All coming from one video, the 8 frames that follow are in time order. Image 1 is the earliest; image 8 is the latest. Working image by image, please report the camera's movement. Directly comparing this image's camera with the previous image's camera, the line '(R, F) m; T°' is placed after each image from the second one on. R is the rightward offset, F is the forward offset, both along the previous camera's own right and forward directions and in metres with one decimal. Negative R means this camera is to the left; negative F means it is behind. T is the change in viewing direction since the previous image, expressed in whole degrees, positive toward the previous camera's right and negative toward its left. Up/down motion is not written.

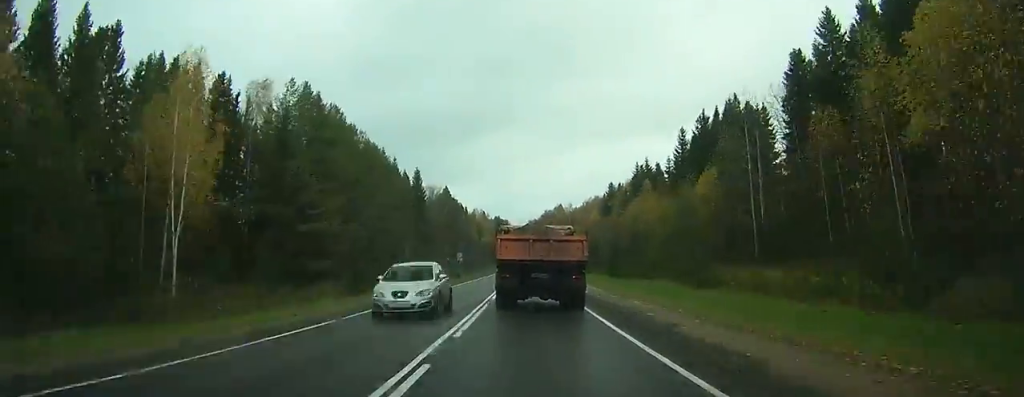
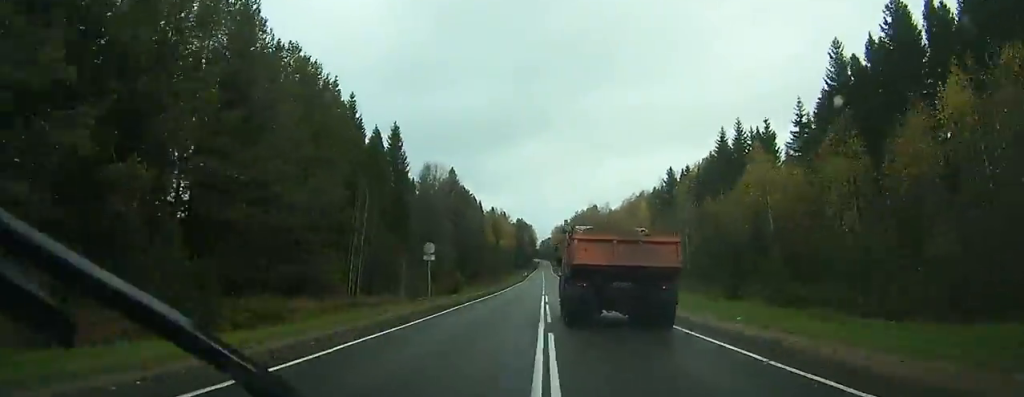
(-0.2, +44.5) m; -1°
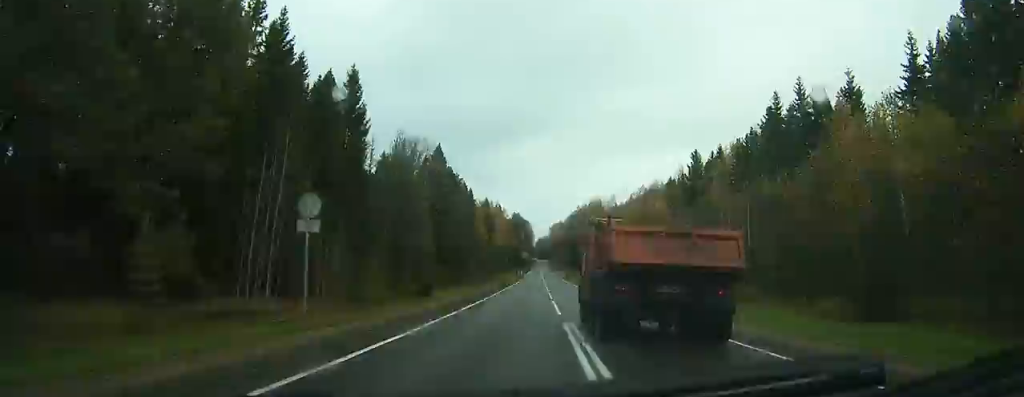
(-0.1, +21.3) m; 0°
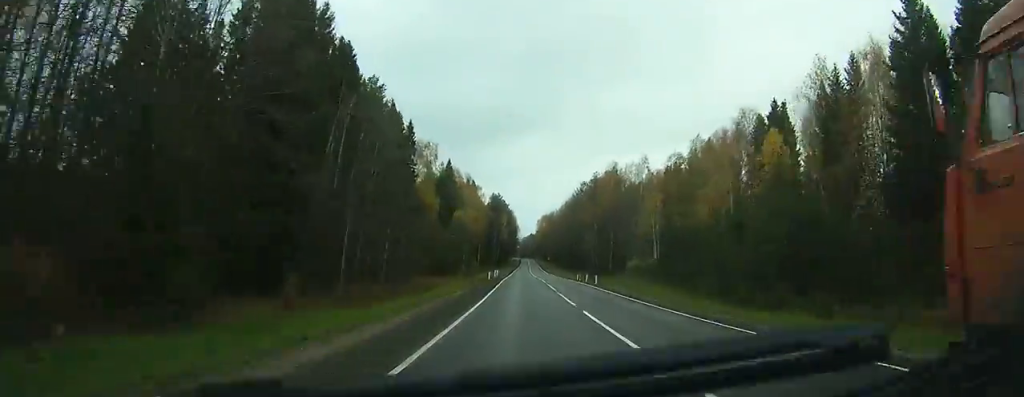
(-0.1, +68.8) m; +1°
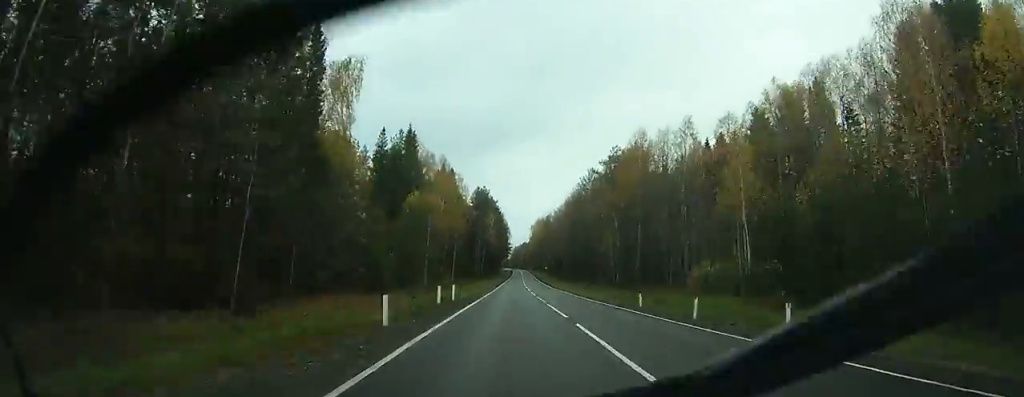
(+0.4, +38.7) m; +1°
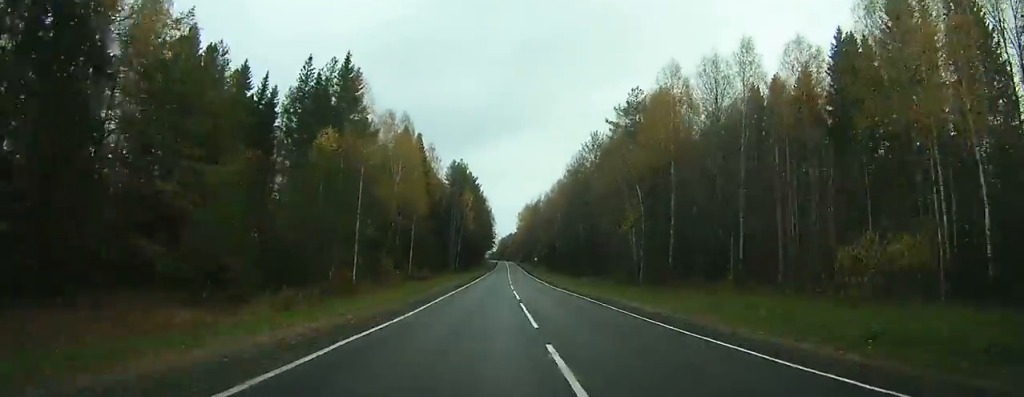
(+0.4, +29.0) m; +1°
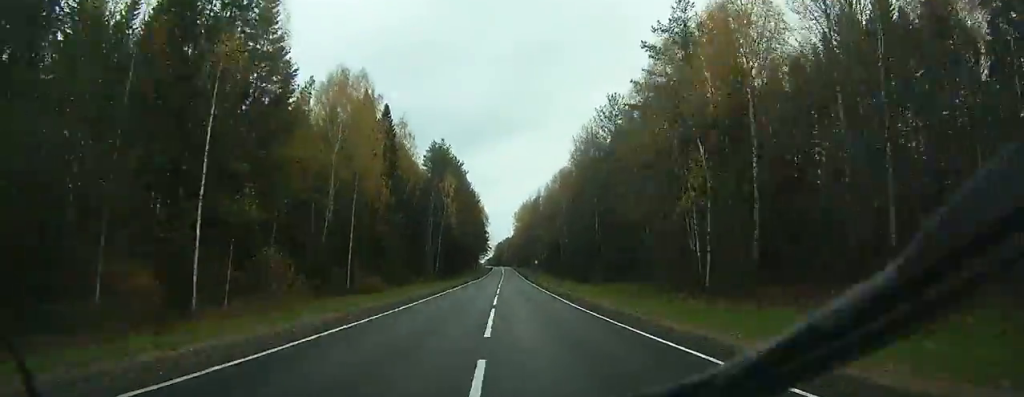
(+0.2, +25.7) m; +1°
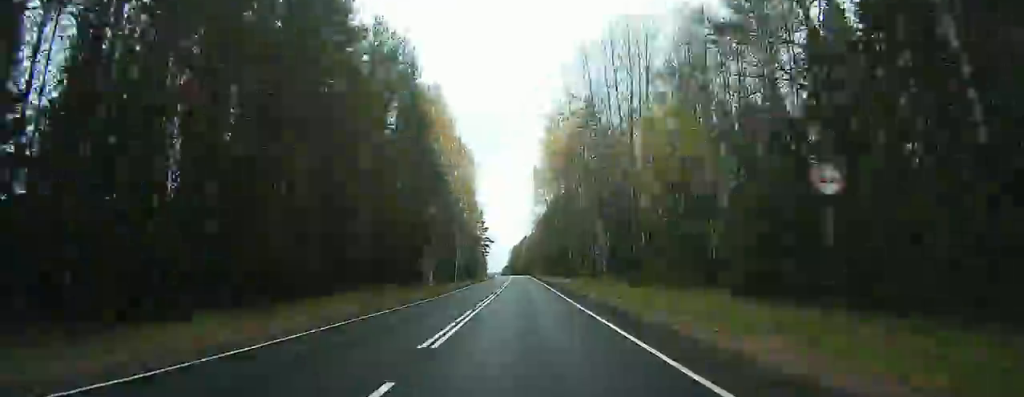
(-1.2, +122.3) m; -2°
